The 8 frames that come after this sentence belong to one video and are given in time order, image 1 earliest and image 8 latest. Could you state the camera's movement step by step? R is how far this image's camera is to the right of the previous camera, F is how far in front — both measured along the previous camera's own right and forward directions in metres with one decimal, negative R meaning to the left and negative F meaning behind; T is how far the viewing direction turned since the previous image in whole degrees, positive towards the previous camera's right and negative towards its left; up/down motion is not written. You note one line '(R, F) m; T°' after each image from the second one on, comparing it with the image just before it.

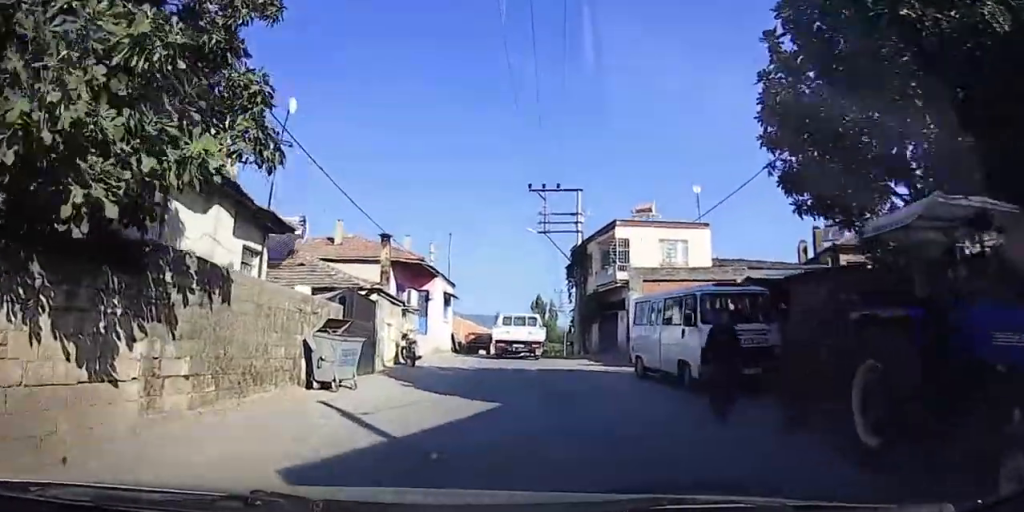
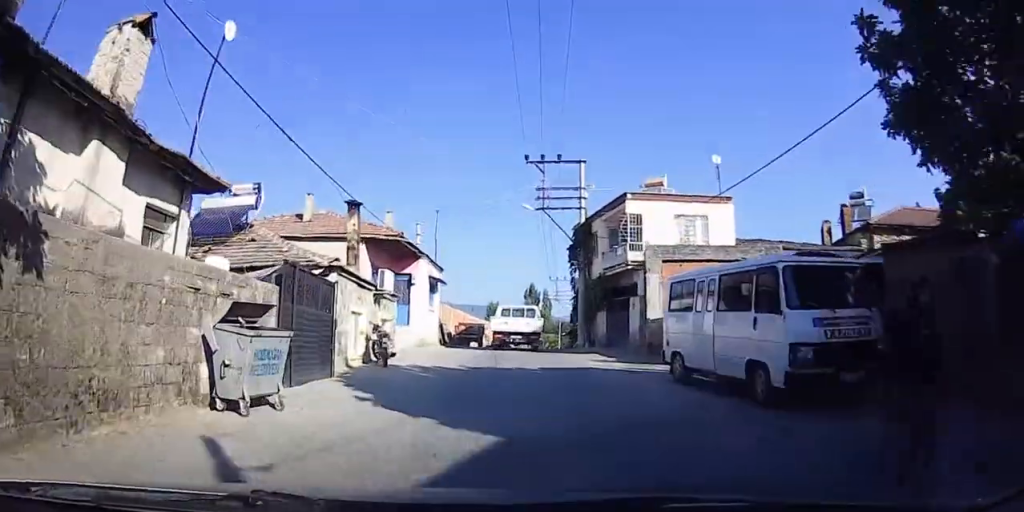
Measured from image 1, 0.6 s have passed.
(0.0, +3.2) m; +1°
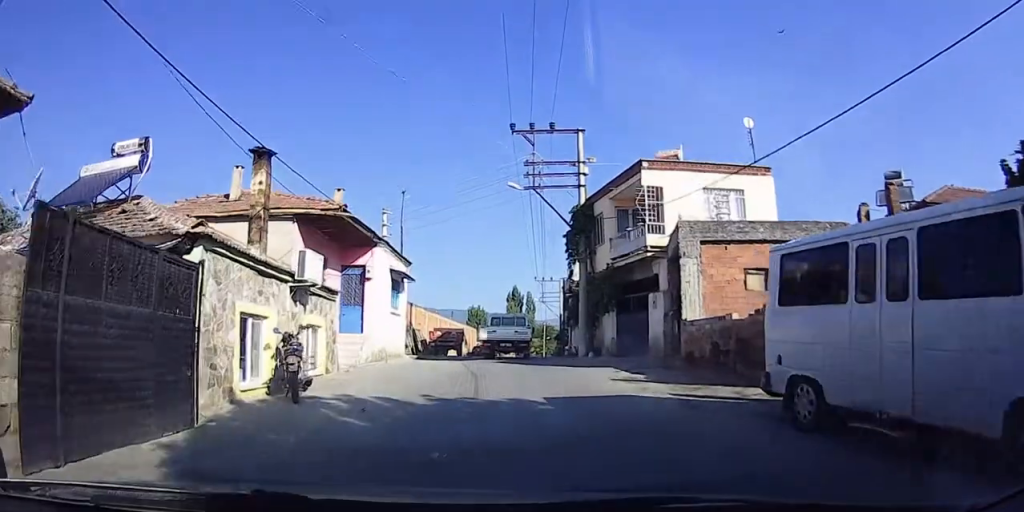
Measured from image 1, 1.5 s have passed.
(0.0, +5.3) m; -1°
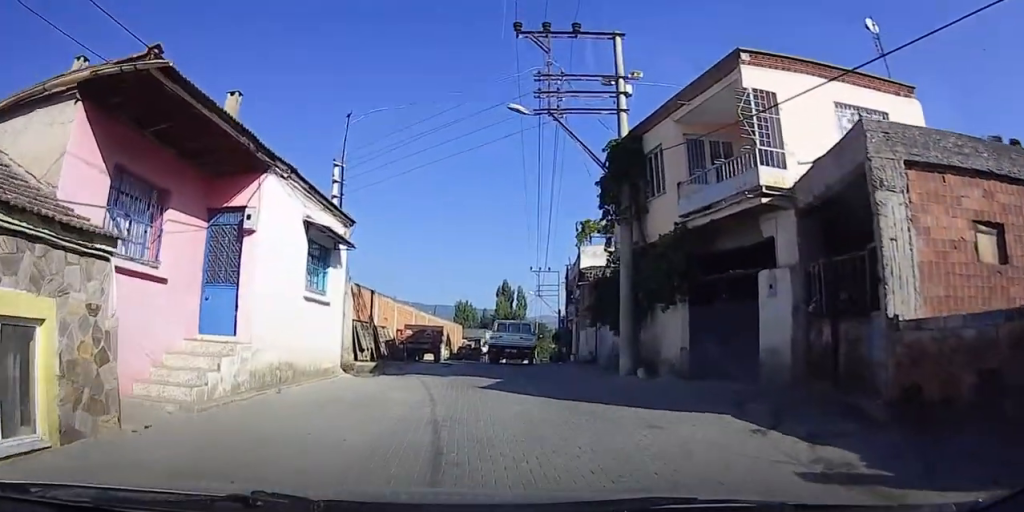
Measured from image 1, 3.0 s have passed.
(-0.3, +8.8) m; -2°
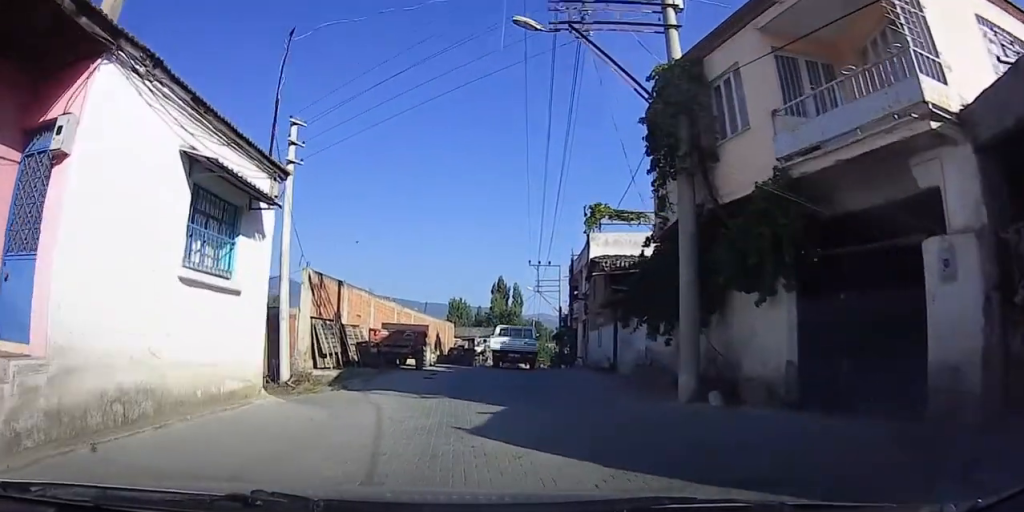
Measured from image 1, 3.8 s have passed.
(0.0, +5.0) m; 0°
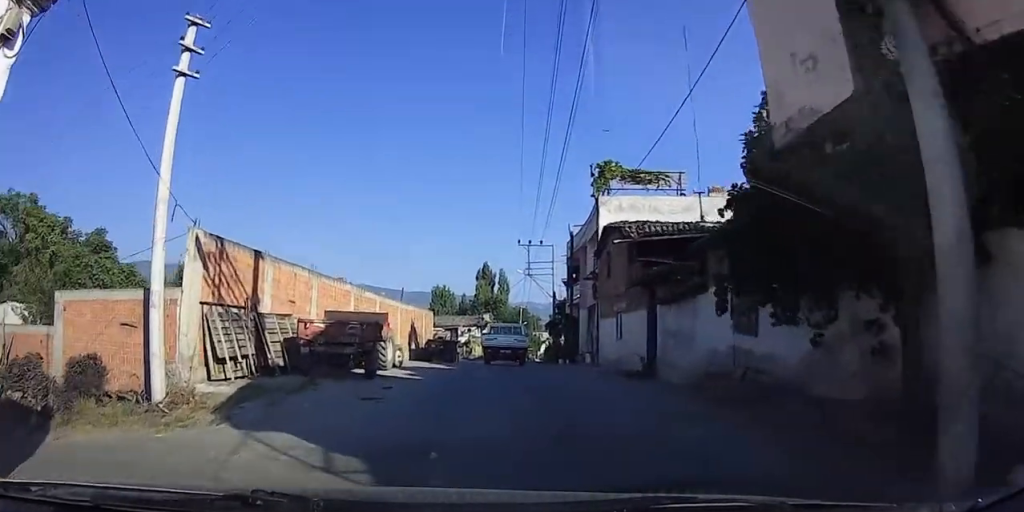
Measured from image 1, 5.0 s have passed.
(0.0, +6.2) m; +1°
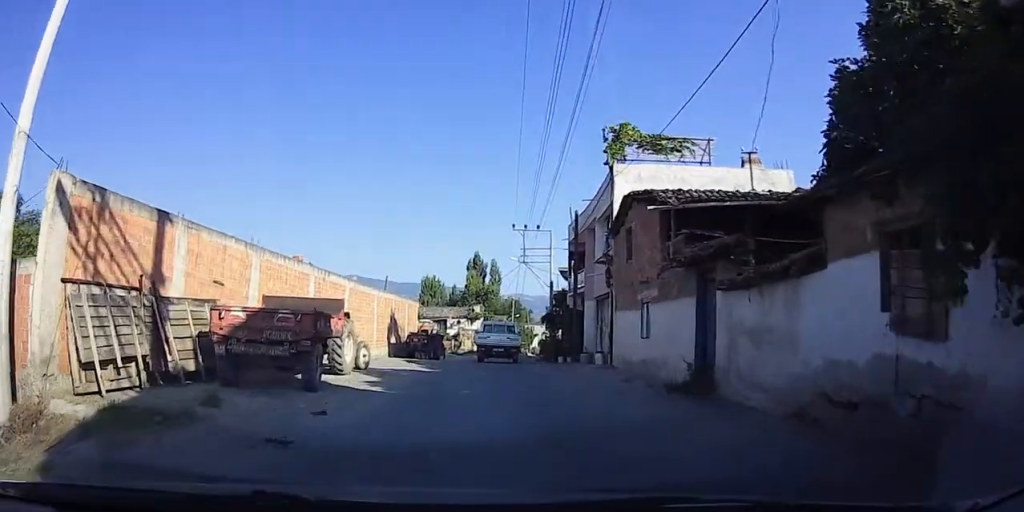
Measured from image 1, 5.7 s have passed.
(0.0, +3.9) m; +1°
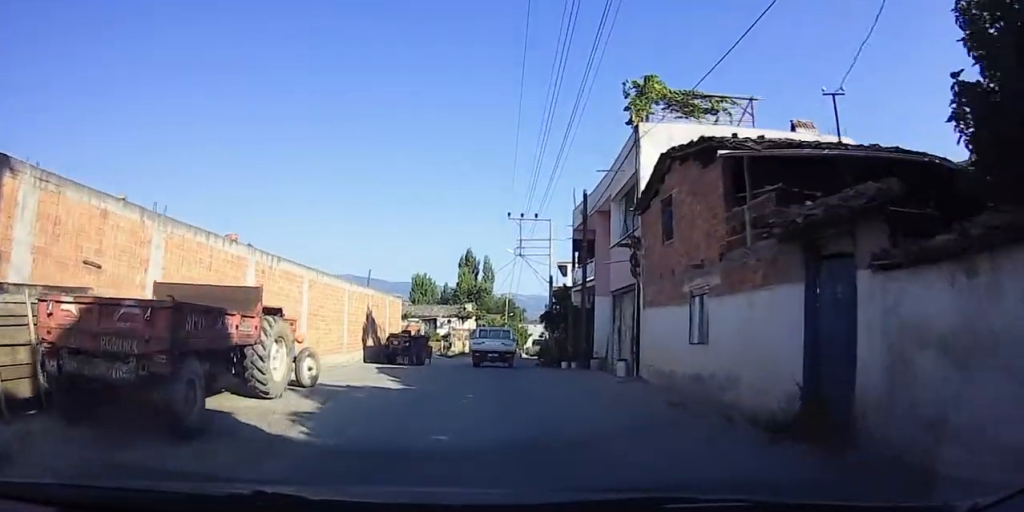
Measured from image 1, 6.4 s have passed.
(+0.1, +4.0) m; +1°
